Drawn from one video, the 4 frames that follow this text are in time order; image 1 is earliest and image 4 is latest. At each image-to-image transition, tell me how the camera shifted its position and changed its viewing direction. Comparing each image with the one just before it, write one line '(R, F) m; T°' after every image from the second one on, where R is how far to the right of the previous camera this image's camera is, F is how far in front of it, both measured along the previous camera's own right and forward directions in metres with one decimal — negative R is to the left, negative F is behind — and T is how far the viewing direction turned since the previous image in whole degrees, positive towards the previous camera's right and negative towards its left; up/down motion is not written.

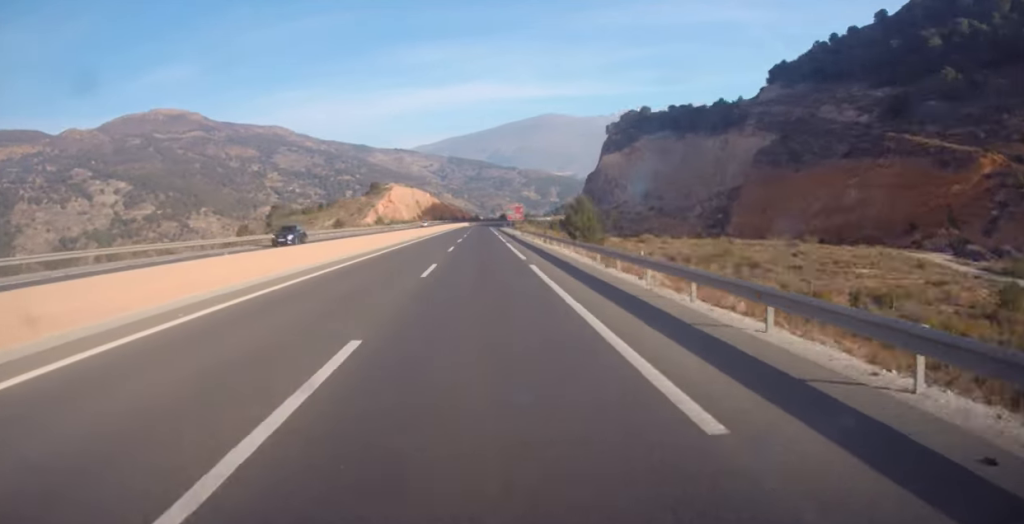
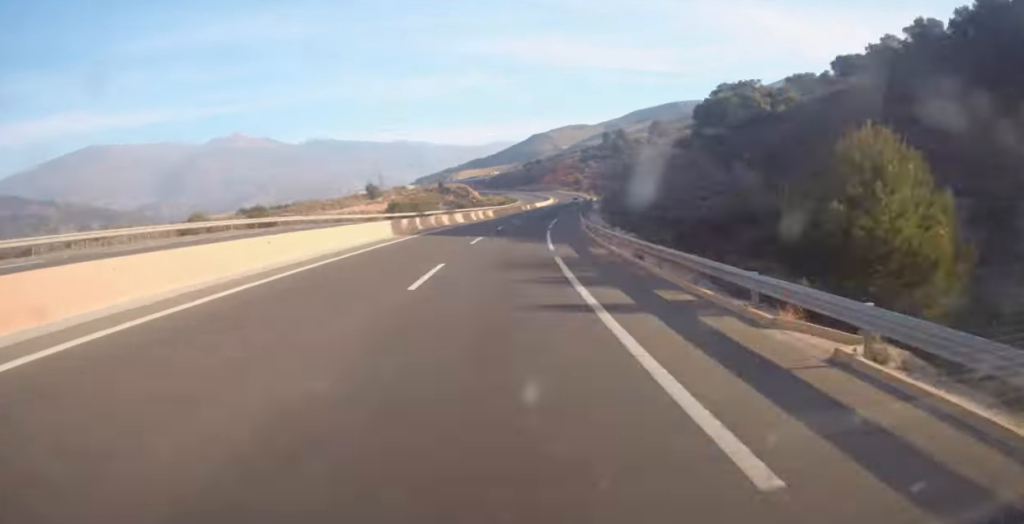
(+139.7, +443.8) m; +30°
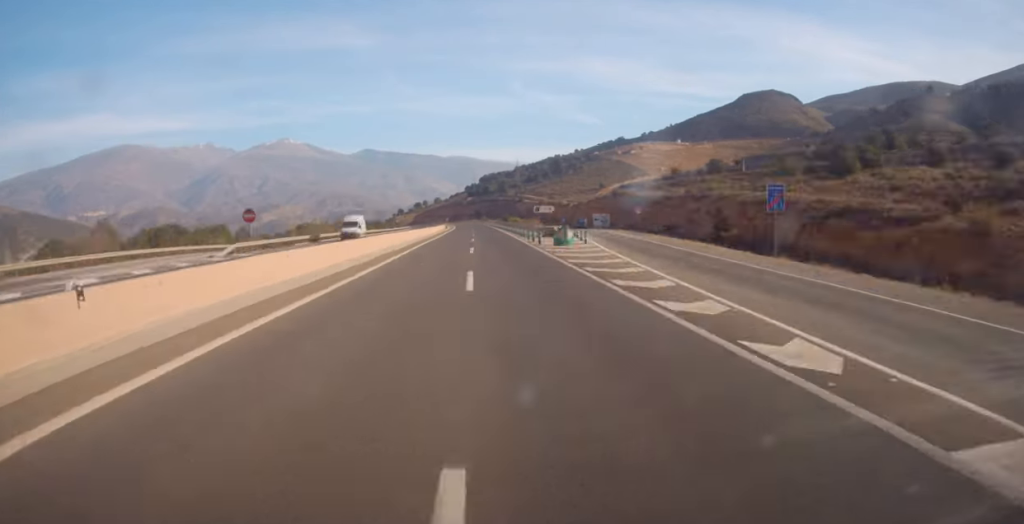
(-129.1, +1213.2) m; -8°
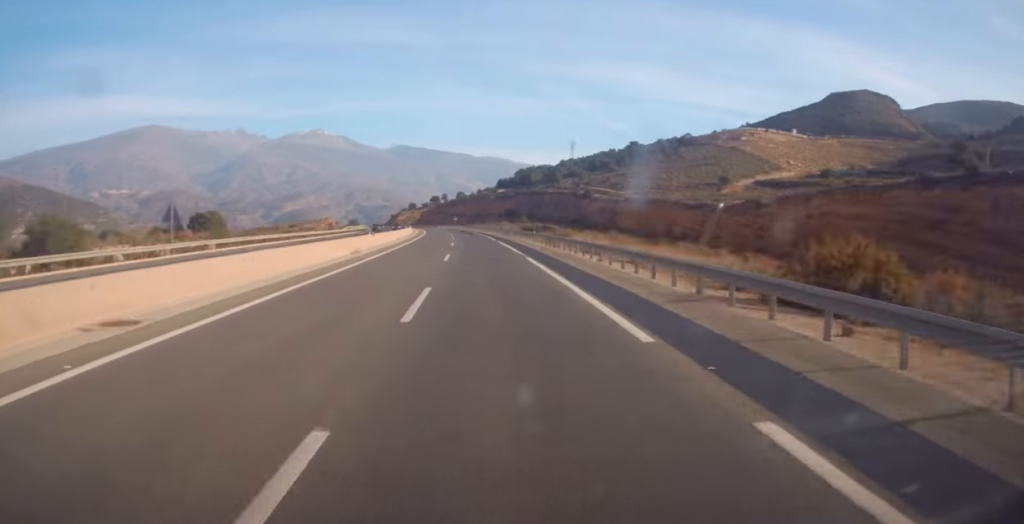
(+1.7, +162.3) m; -4°
